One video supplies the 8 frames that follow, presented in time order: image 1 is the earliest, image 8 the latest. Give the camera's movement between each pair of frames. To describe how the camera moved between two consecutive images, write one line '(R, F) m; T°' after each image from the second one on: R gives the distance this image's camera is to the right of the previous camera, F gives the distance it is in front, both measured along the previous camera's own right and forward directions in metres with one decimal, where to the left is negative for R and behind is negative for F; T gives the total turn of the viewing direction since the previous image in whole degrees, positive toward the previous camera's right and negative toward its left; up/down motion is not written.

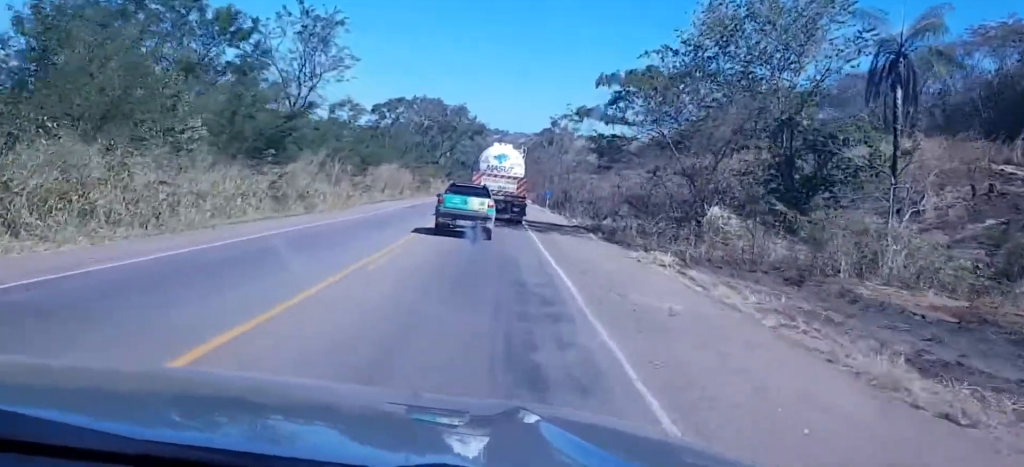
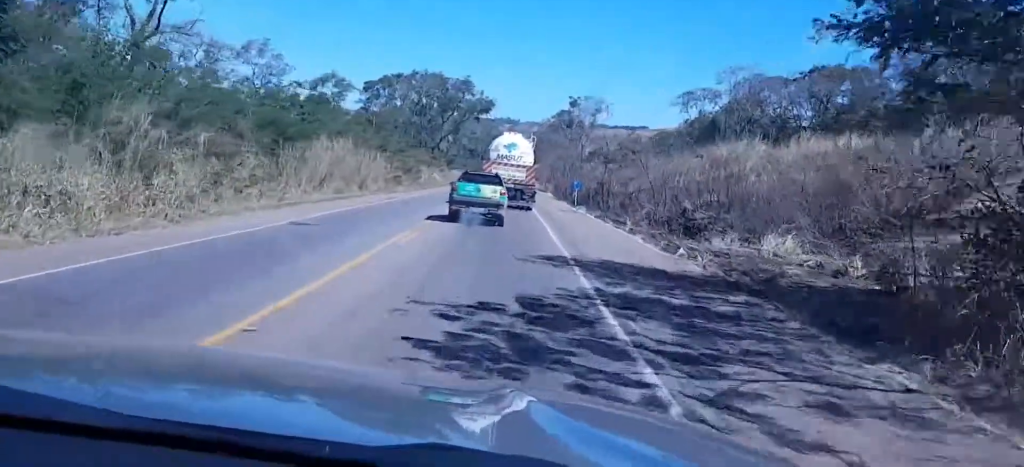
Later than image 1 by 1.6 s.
(+0.4, +29.8) m; -1°
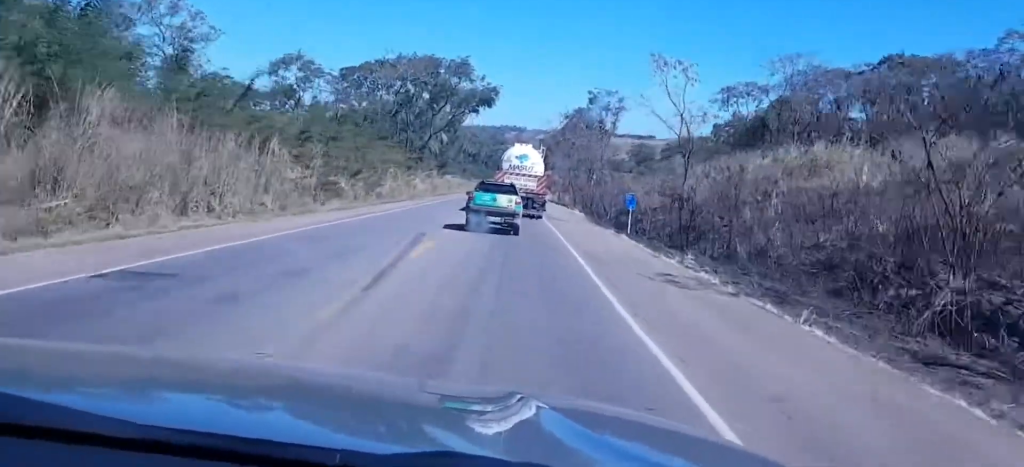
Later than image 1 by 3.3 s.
(-0.5, +31.9) m; -1°
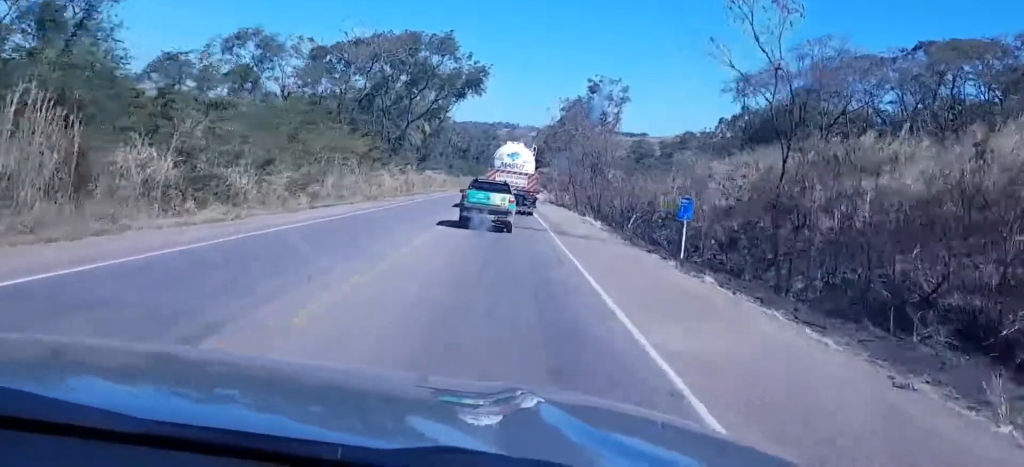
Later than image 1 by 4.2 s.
(0.0, +17.0) m; -1°
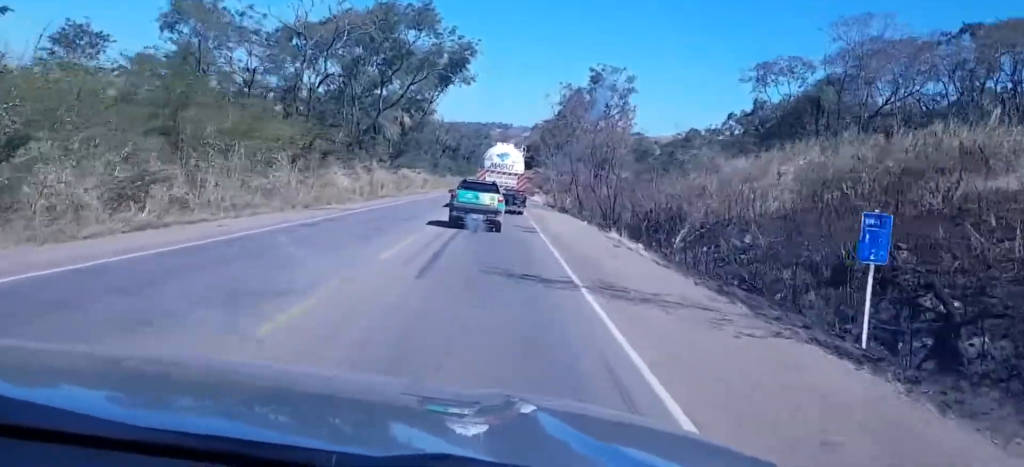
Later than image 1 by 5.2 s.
(-0.4, +17.0) m; -1°
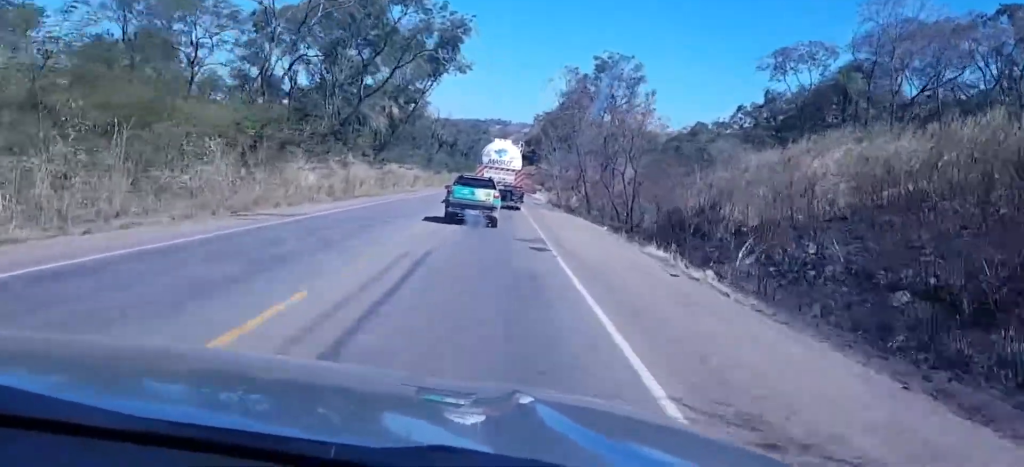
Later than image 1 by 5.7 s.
(+0.1, +9.7) m; 0°
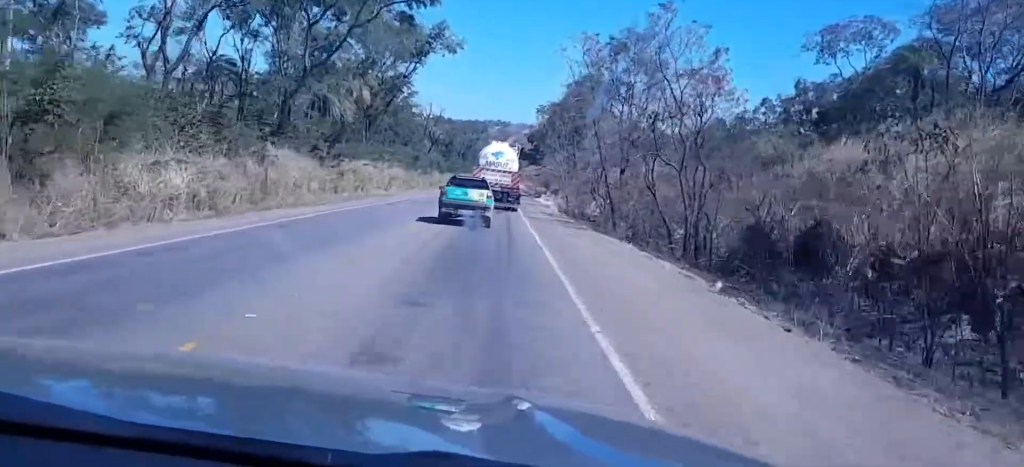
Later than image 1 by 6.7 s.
(+0.1, +19.5) m; +1°
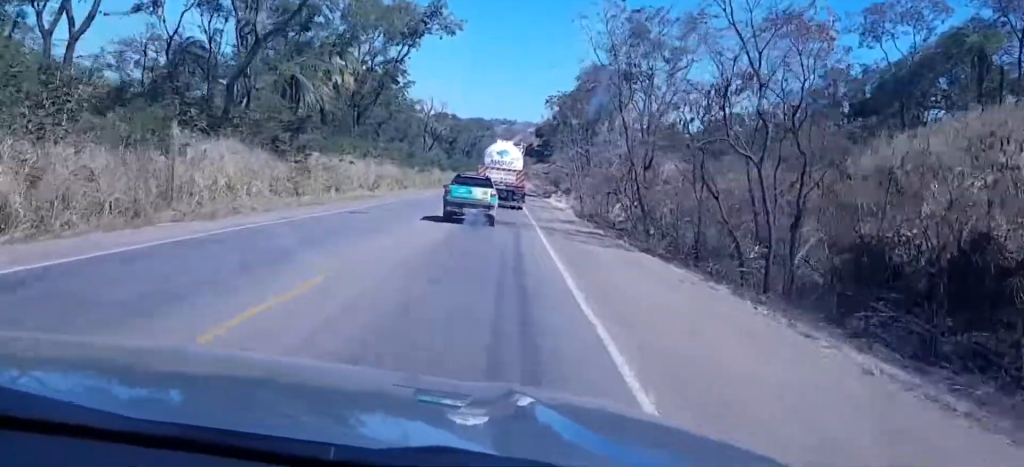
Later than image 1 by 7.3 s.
(+0.1, +11.3) m; 0°
